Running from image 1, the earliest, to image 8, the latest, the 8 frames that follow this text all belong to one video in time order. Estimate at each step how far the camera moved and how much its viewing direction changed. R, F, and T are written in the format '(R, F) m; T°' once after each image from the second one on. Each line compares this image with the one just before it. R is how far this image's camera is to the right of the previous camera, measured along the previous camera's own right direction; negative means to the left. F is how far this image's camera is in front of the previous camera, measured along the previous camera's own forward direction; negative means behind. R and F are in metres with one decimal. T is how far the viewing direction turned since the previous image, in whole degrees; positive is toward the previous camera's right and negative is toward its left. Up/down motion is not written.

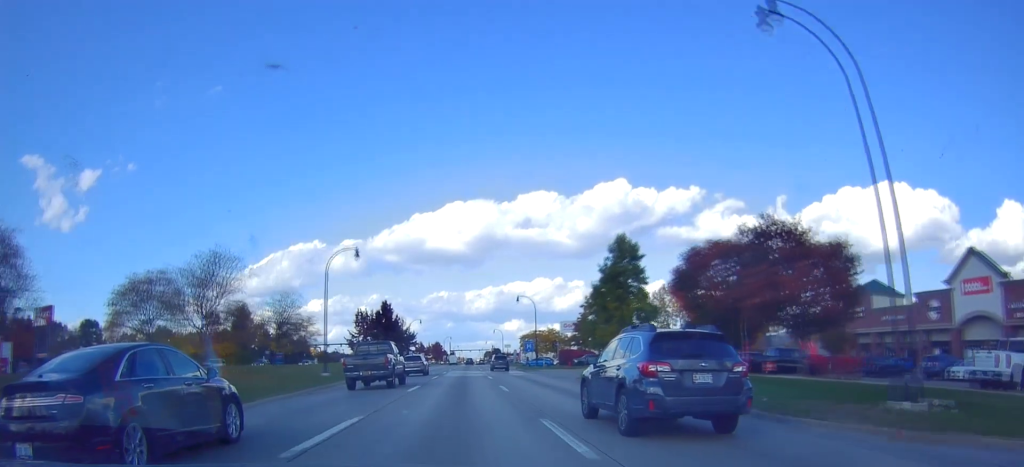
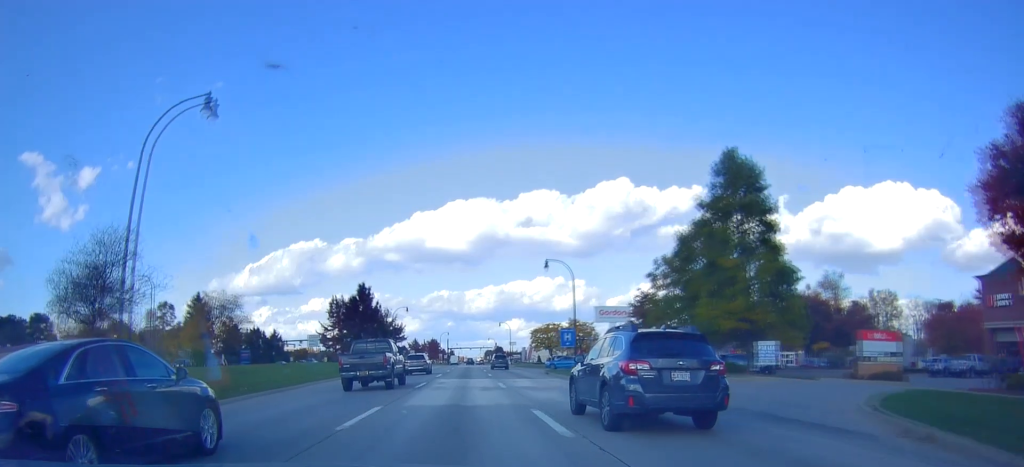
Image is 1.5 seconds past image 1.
(-0.3, +26.8) m; 0°
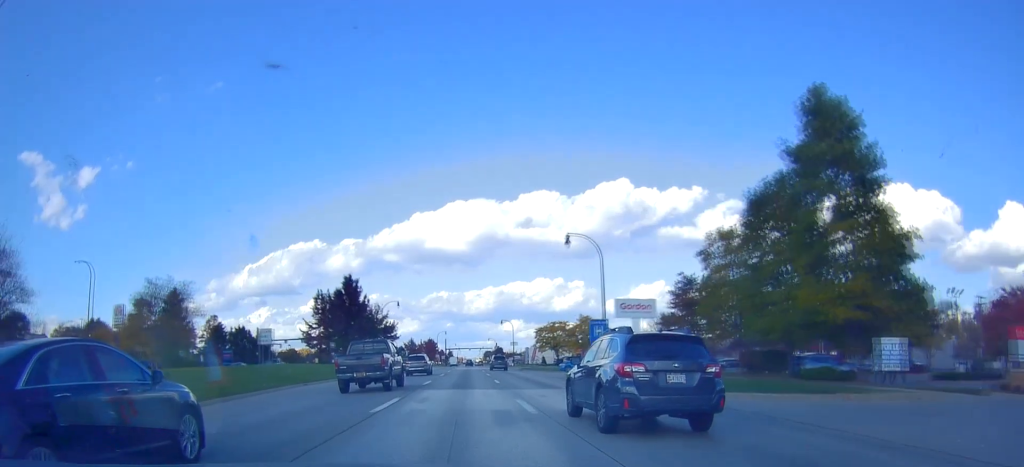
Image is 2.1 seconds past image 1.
(+0.4, +10.6) m; +1°
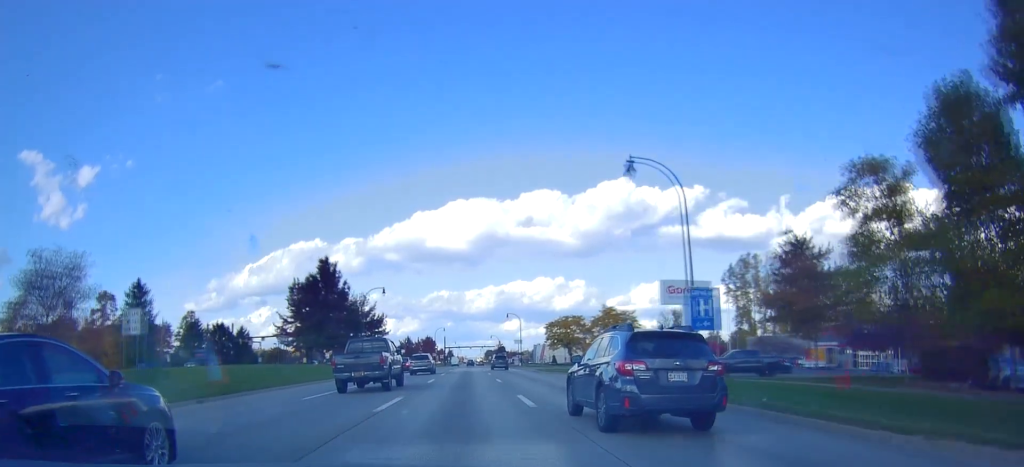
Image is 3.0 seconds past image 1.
(+0.1, +14.9) m; +1°
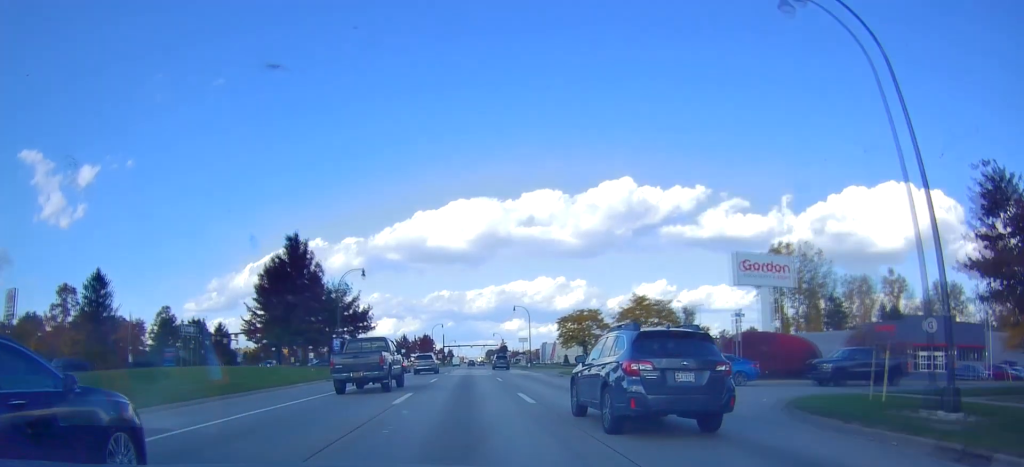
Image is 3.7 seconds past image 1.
(-0.1, +13.8) m; 0°
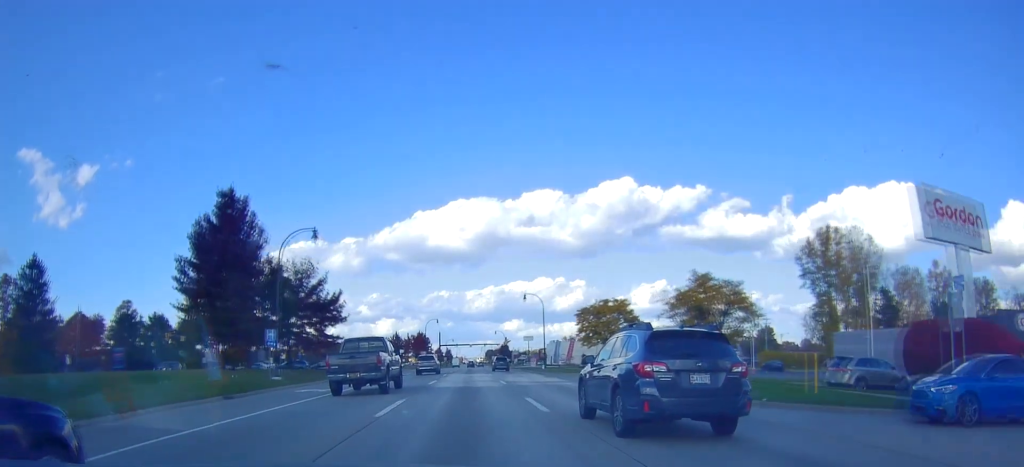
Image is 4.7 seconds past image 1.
(+0.2, +17.6) m; -1°
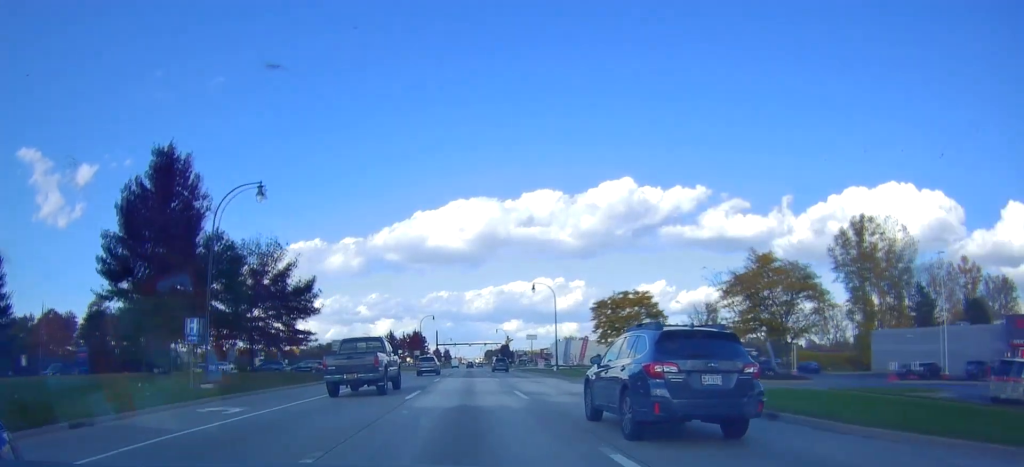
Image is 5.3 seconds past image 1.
(-0.5, +10.3) m; 0°
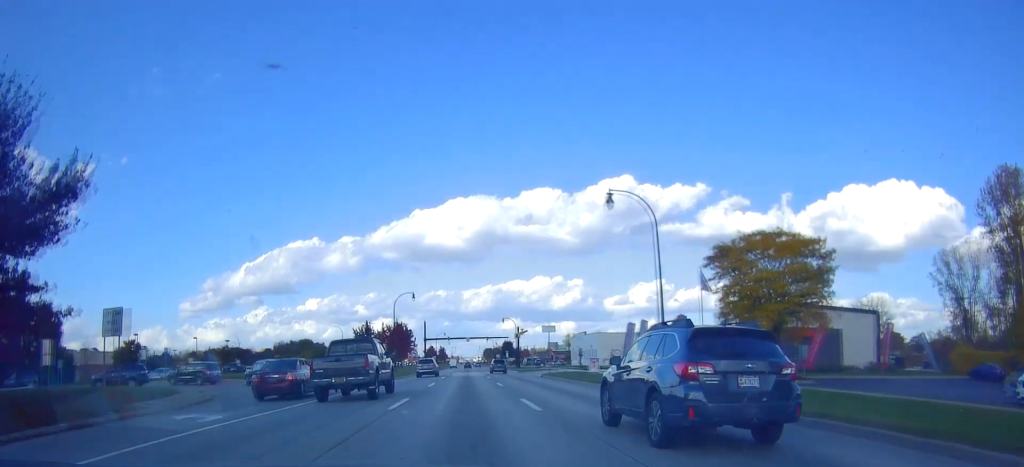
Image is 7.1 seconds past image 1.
(+0.1, +34.0) m; 0°
